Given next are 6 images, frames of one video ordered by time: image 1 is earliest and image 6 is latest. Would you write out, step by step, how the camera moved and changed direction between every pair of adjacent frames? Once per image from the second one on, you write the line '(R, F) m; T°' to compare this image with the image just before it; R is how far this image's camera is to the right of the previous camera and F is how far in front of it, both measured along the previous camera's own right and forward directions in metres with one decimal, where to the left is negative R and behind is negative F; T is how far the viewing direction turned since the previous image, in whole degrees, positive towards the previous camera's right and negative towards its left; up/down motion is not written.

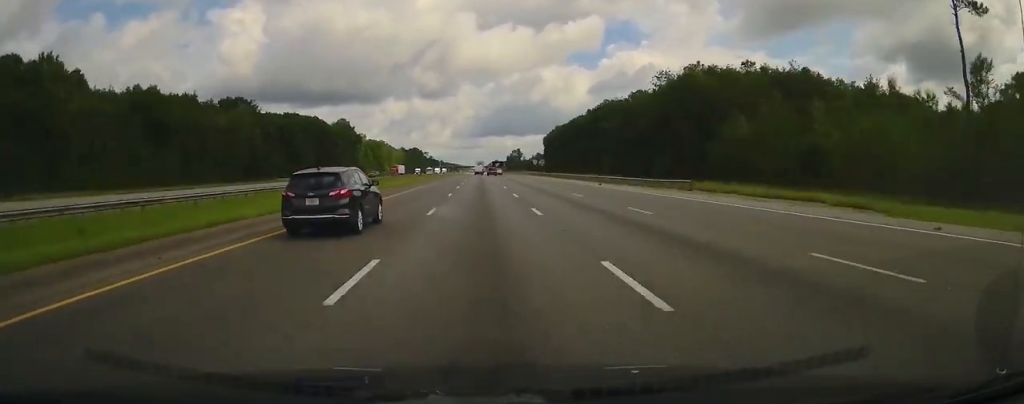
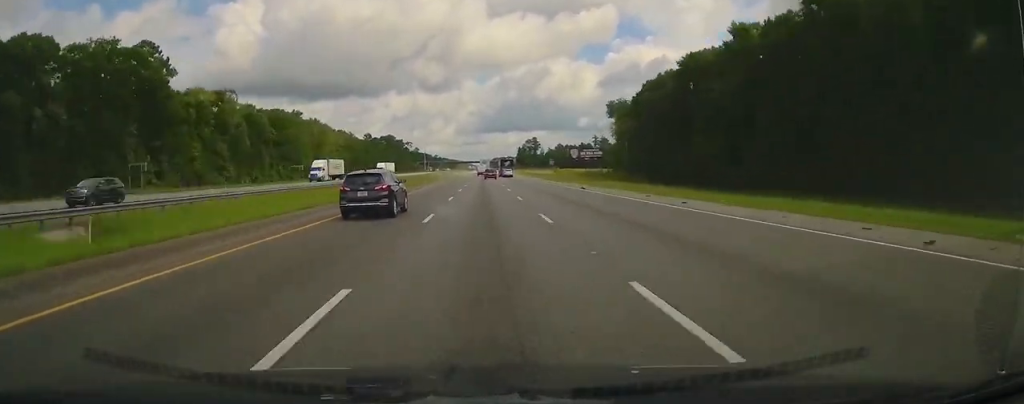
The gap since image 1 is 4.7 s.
(-1.2, +164.9) m; 0°
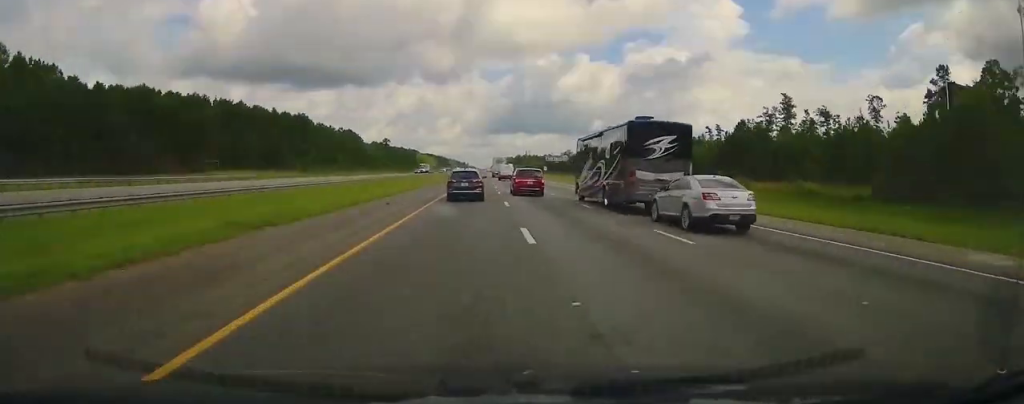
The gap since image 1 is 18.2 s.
(-2.6, +477.9) m; 0°
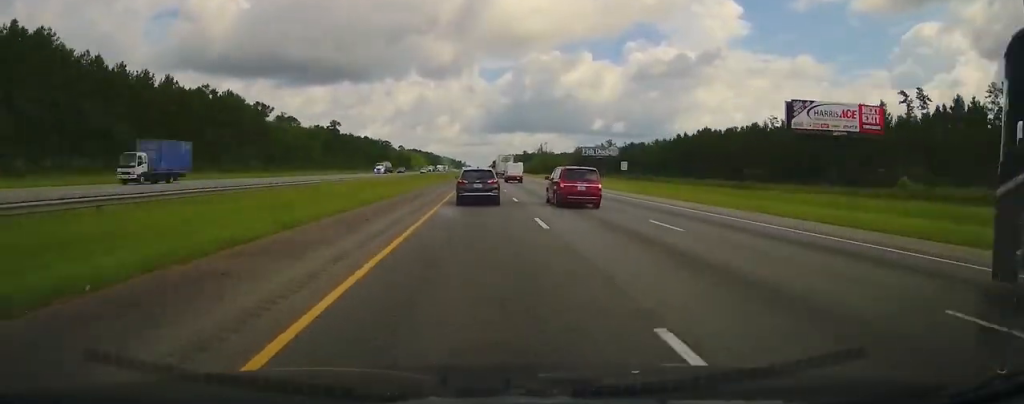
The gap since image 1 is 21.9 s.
(+0.3, +132.6) m; 0°
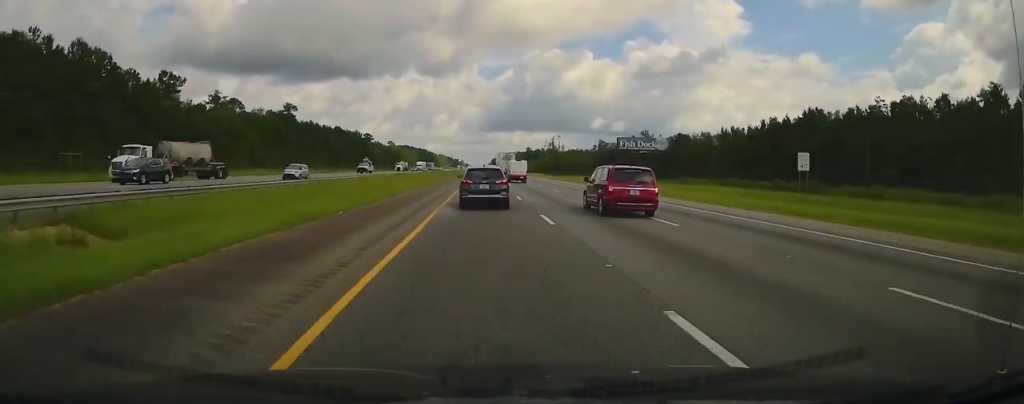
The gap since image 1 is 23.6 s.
(+0.2, +61.1) m; 0°
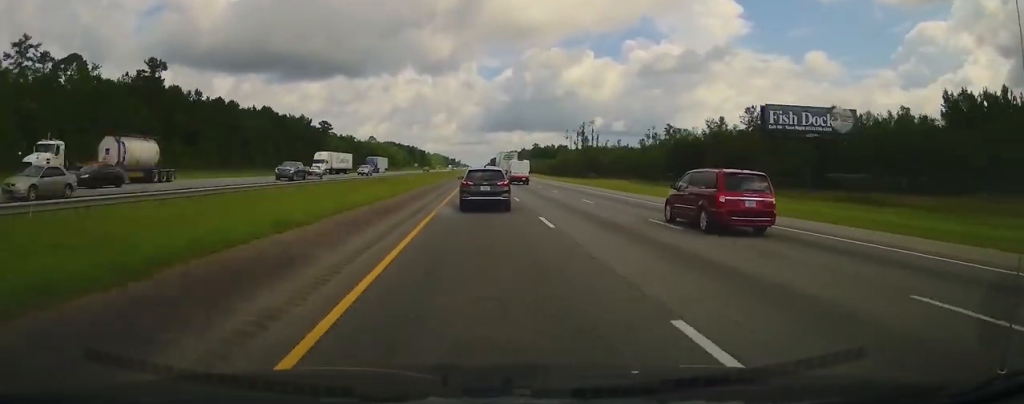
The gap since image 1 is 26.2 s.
(+0.1, +89.0) m; 0°
